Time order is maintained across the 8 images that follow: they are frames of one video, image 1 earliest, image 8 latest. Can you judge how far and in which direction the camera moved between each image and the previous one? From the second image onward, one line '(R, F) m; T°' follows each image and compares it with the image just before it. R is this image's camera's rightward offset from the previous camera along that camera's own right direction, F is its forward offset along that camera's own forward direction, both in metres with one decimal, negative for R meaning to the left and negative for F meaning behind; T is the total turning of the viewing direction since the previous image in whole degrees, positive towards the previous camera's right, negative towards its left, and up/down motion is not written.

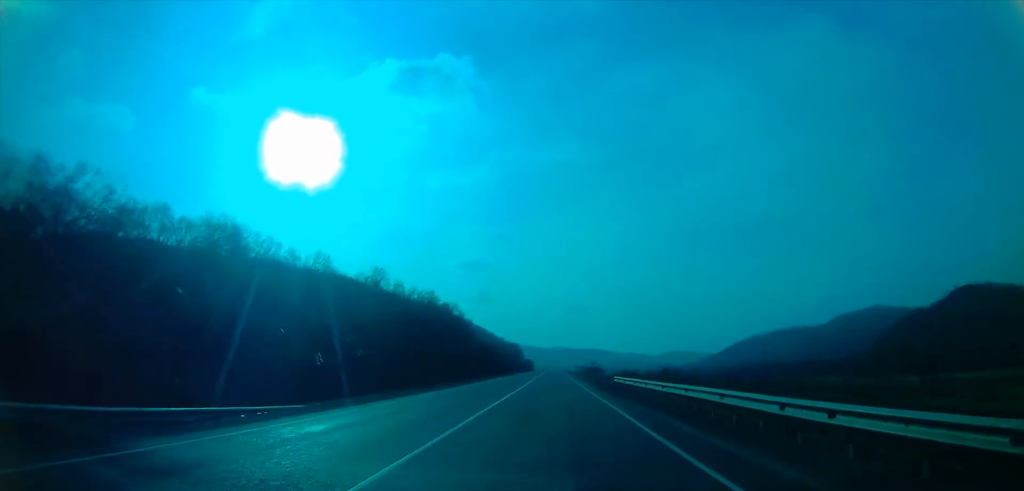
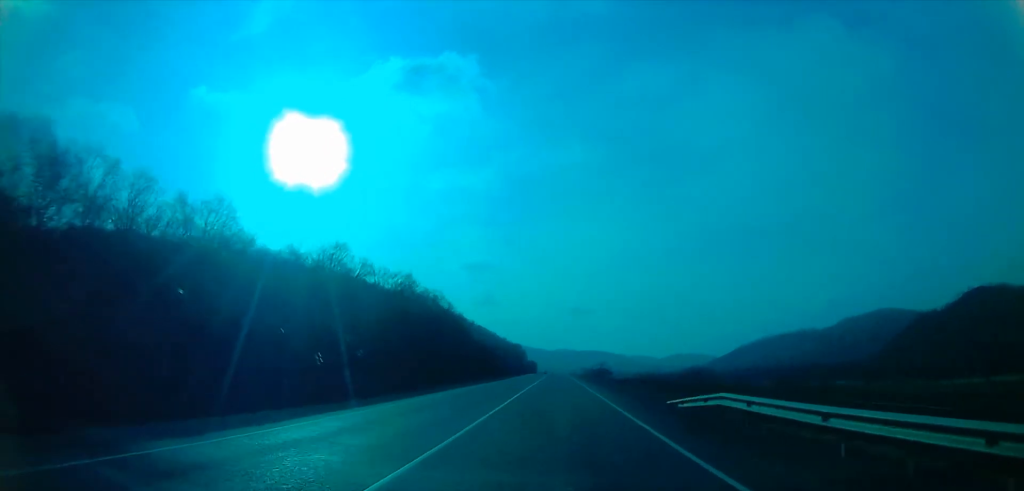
(0.0, +25.6) m; 0°
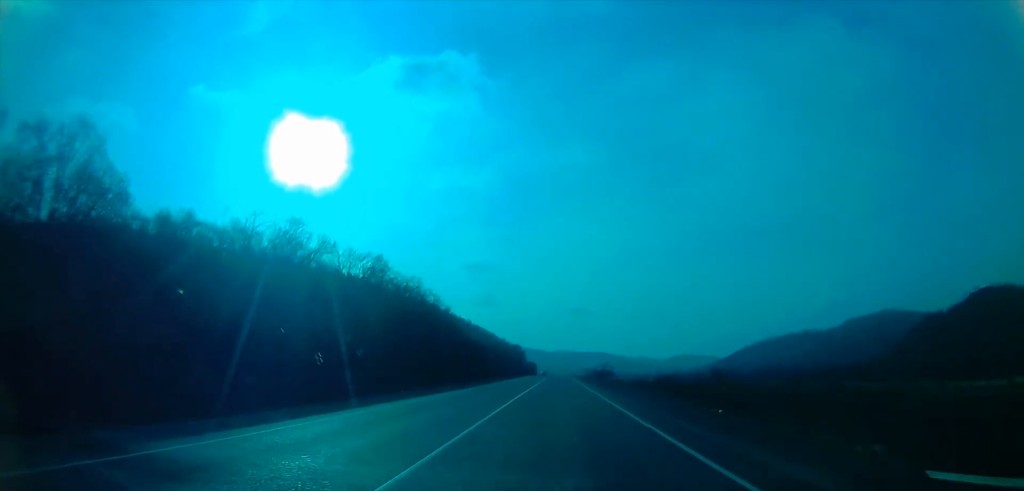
(0.0, +18.6) m; 0°
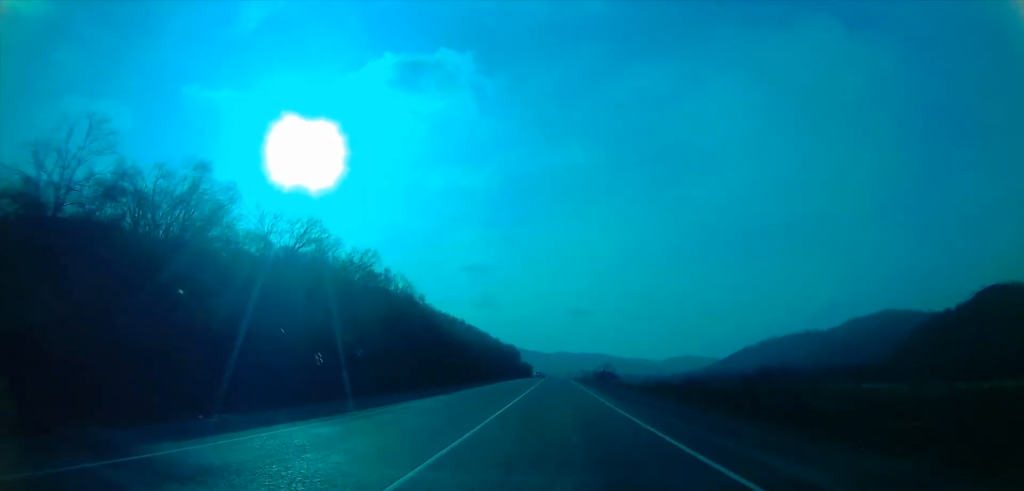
(0.0, +24.4) m; 0°
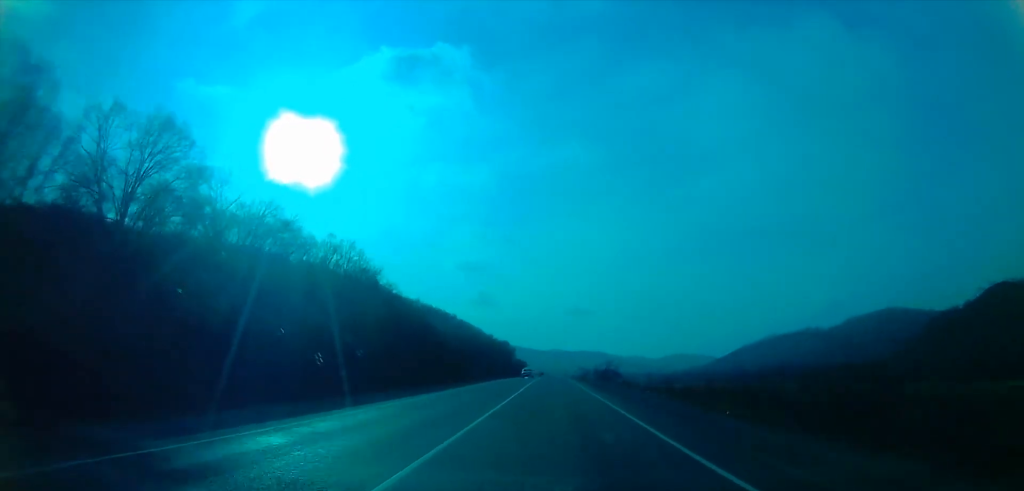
(0.0, +27.8) m; 0°
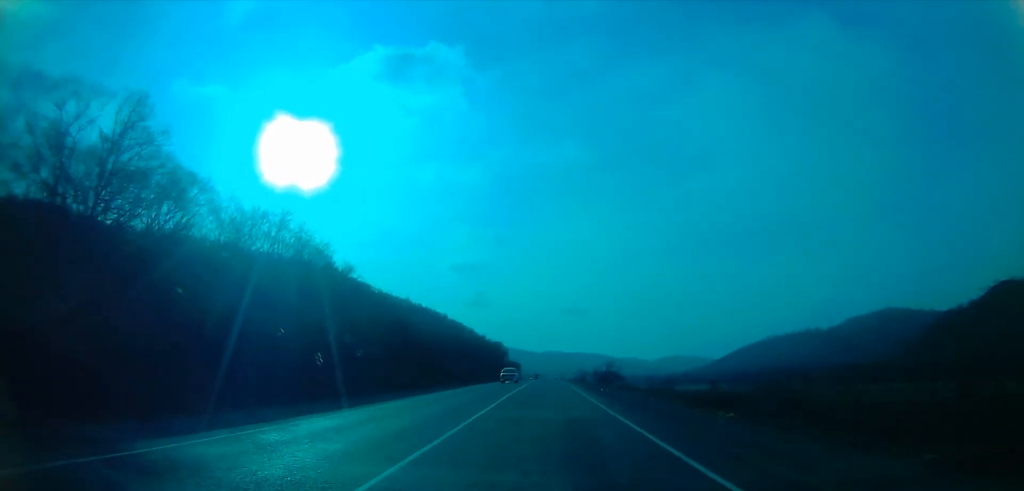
(0.0, +20.8) m; 0°
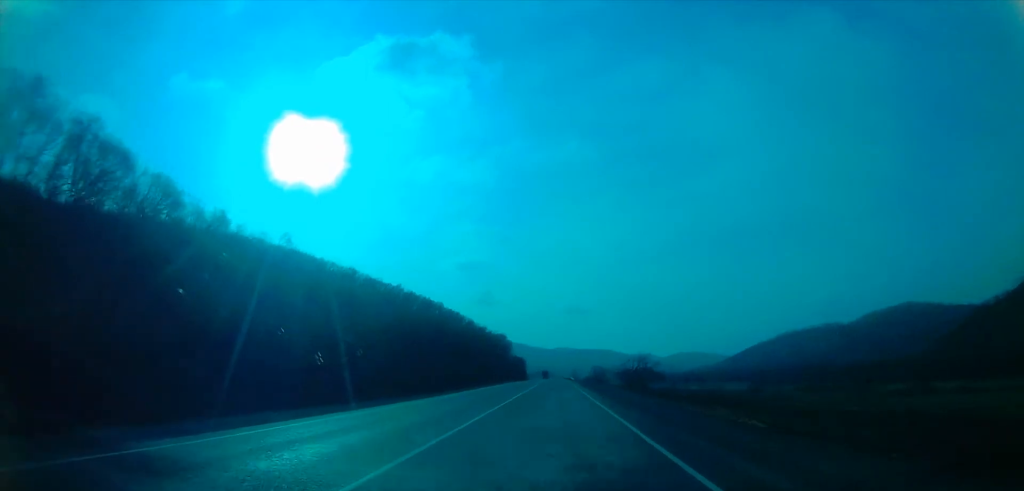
(-0.3, +60.7) m; -2°
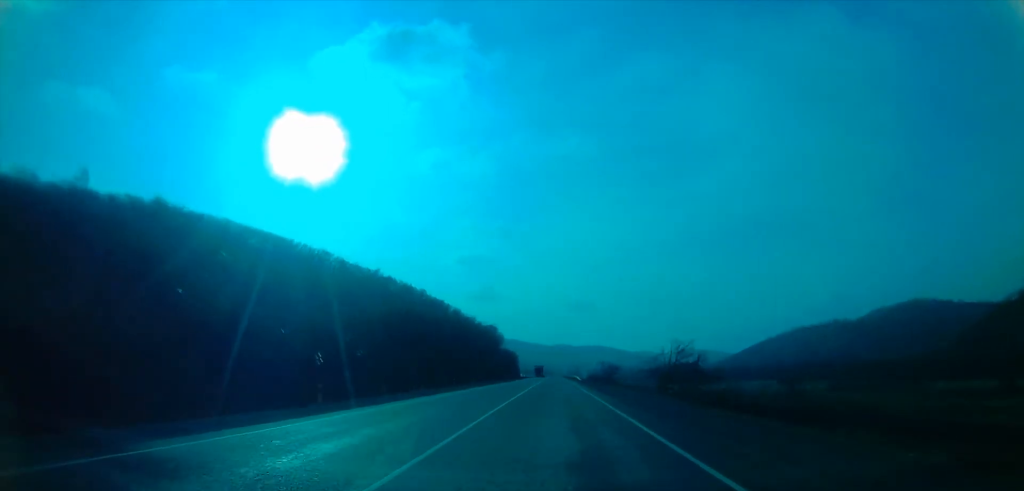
(-0.3, +52.2) m; 0°
